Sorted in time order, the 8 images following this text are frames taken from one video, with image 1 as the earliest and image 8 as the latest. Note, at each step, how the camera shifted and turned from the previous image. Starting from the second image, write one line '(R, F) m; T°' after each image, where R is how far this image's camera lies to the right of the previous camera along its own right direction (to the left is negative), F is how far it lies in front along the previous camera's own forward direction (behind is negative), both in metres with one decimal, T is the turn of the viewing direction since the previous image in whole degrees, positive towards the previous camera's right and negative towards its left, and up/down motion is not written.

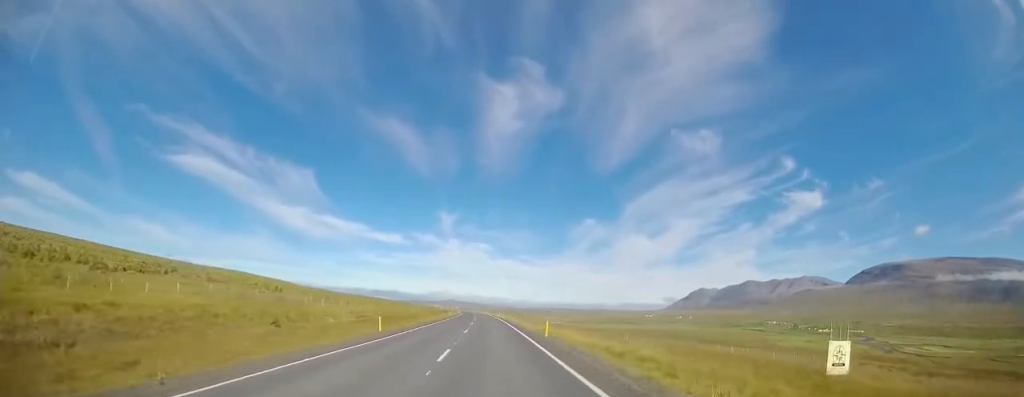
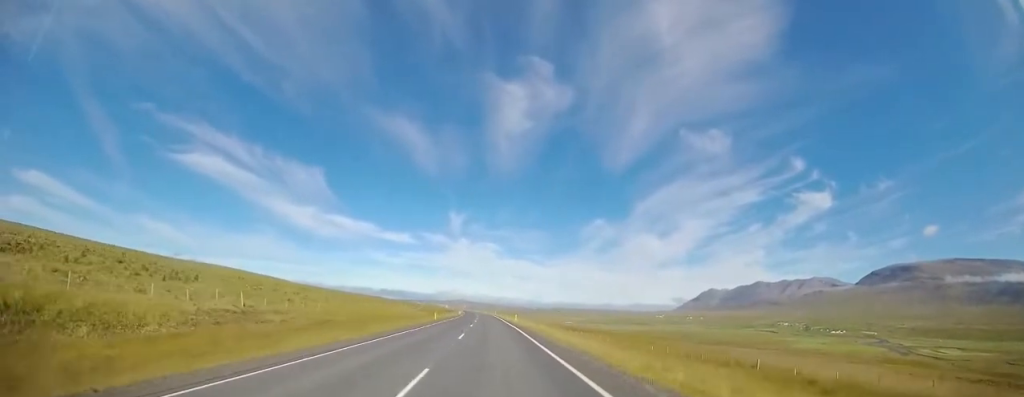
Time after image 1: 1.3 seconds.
(-0.3, +28.9) m; -2°
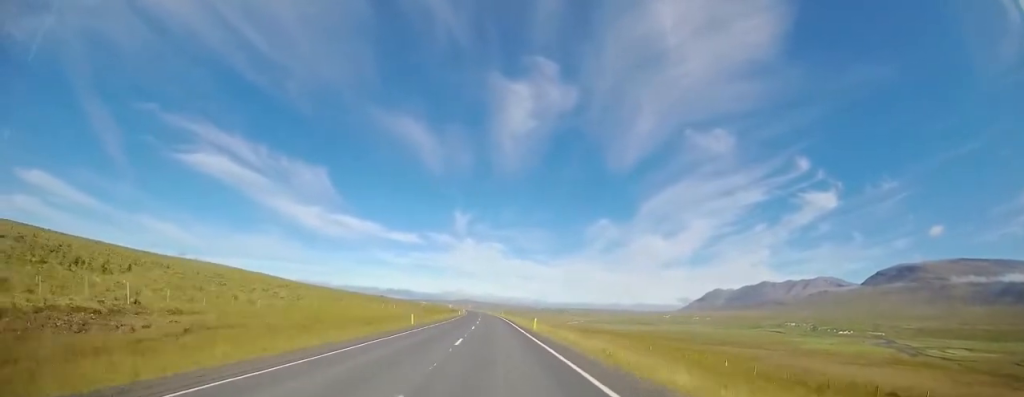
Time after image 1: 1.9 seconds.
(-0.3, +15.2) m; -1°
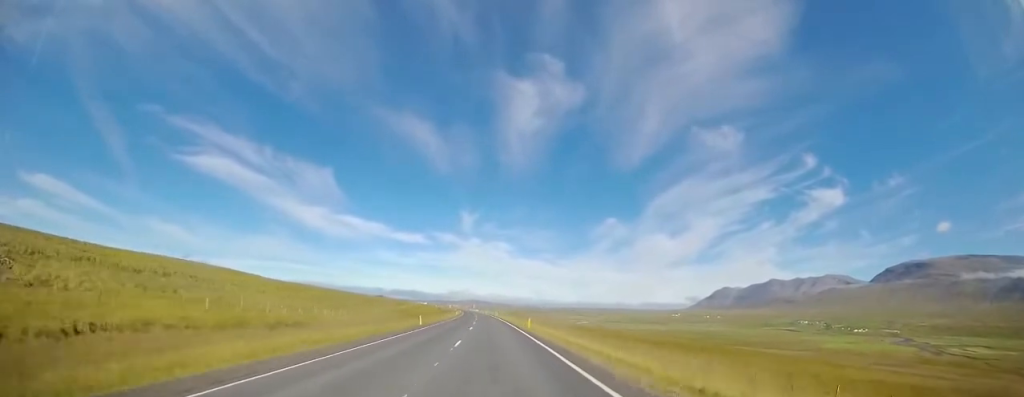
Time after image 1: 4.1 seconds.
(-0.4, +48.2) m; -1°
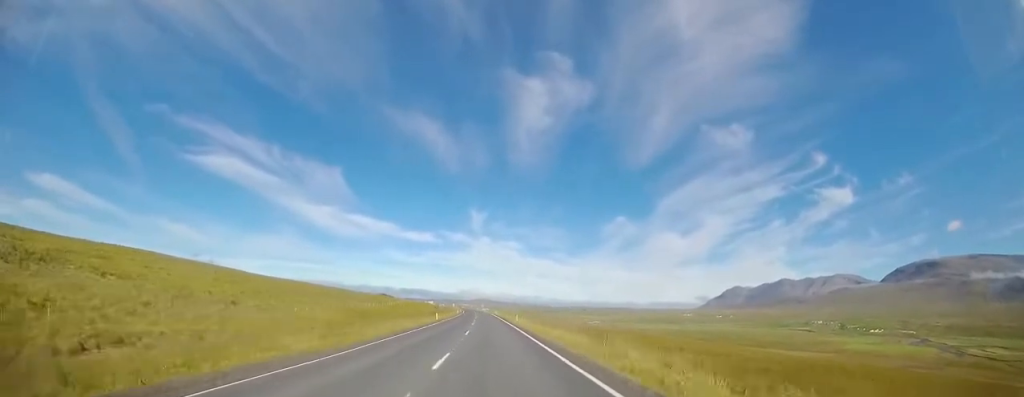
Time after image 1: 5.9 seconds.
(-0.5, +41.0) m; -1°
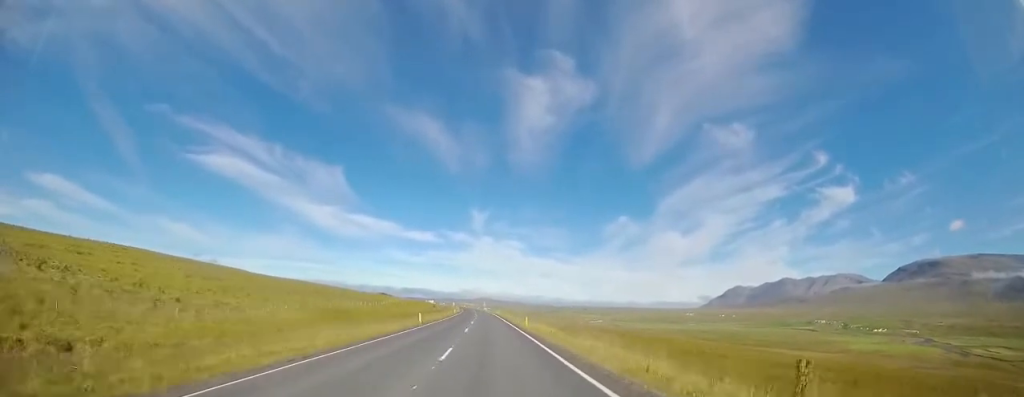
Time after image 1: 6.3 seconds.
(-0.1, +9.9) m; 0°
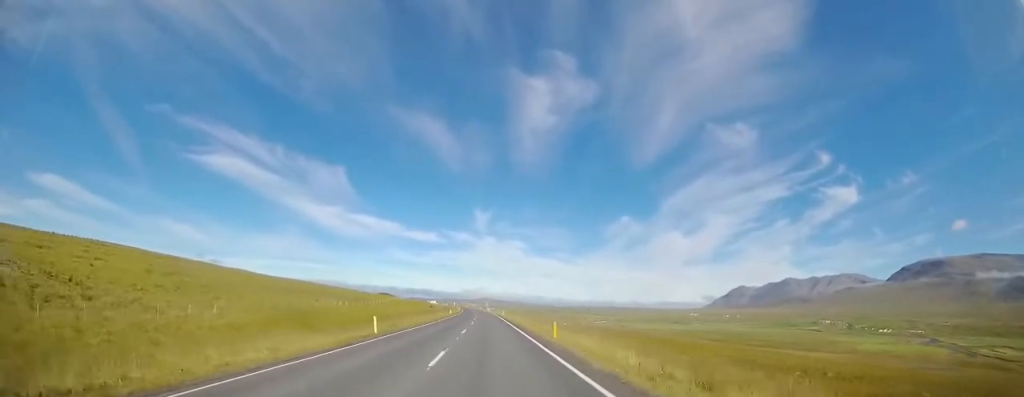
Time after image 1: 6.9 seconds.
(+0.1, +13.5) m; 0°
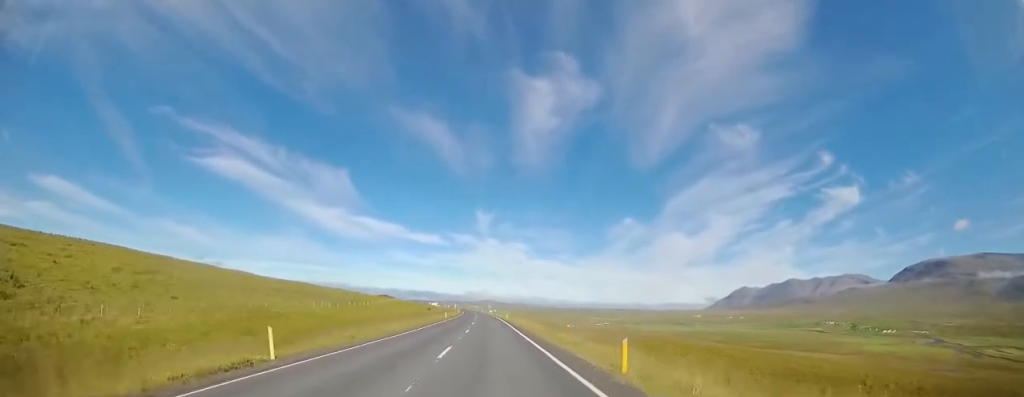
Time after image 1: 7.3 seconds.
(0.0, +9.7) m; 0°
